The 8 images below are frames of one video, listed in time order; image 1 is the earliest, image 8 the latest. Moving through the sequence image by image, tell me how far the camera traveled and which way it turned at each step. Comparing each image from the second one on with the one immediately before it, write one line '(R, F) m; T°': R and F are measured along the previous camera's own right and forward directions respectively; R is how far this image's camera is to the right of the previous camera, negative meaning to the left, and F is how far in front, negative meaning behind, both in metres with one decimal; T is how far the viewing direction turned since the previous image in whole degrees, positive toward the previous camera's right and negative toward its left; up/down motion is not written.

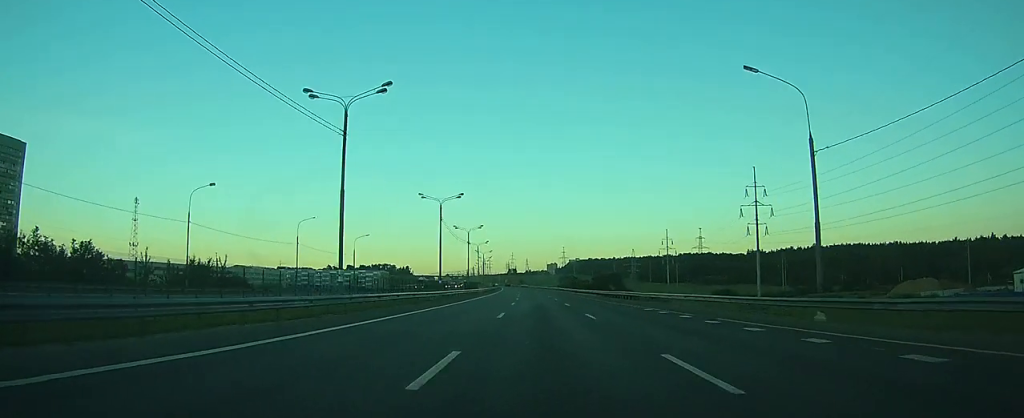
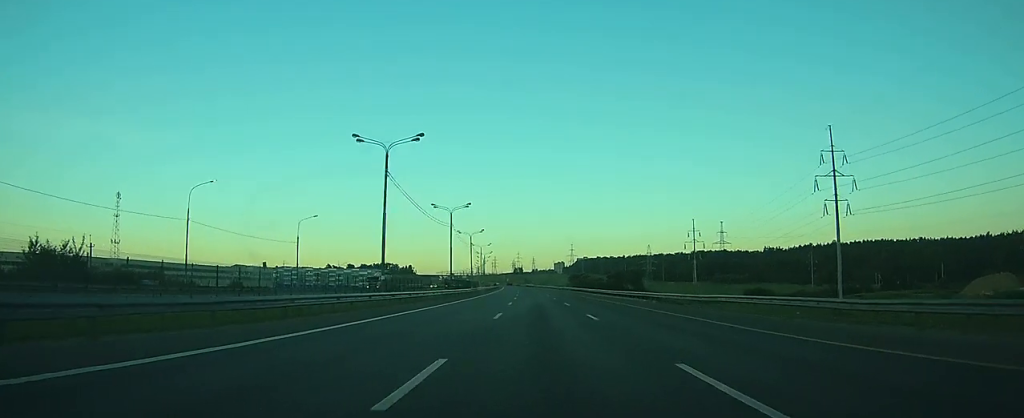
(0.0, +34.1) m; 0°
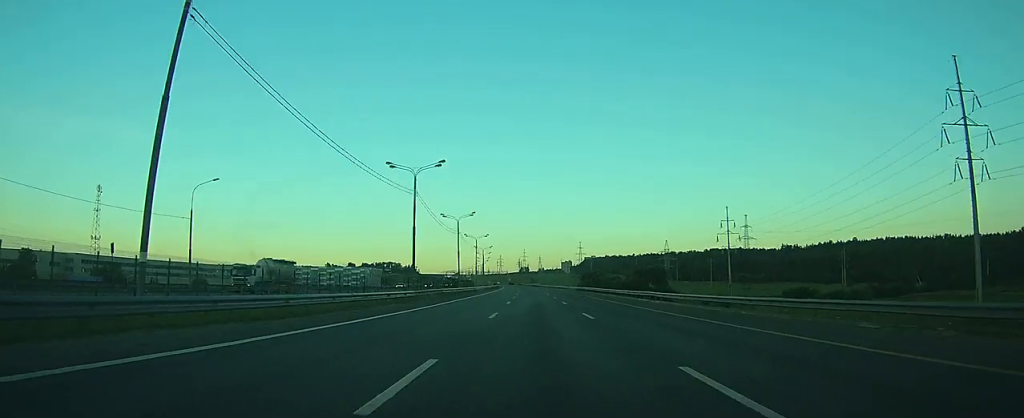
(-0.2, +32.8) m; -1°
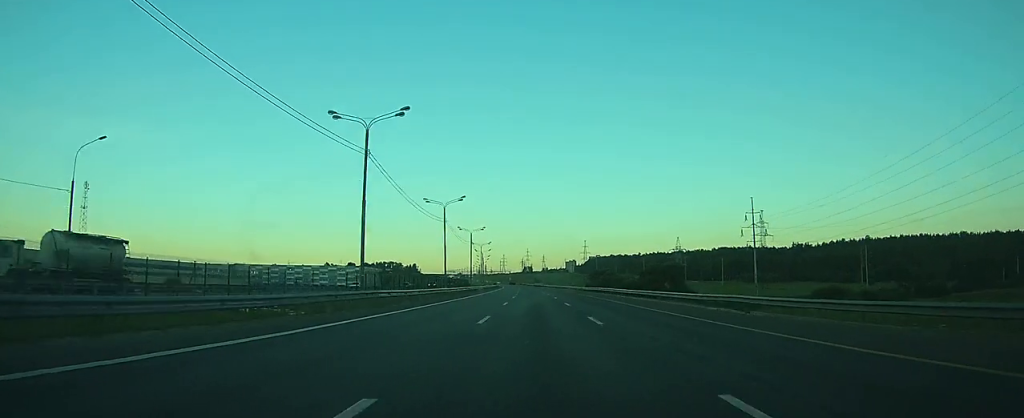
(-0.1, +19.6) m; -1°
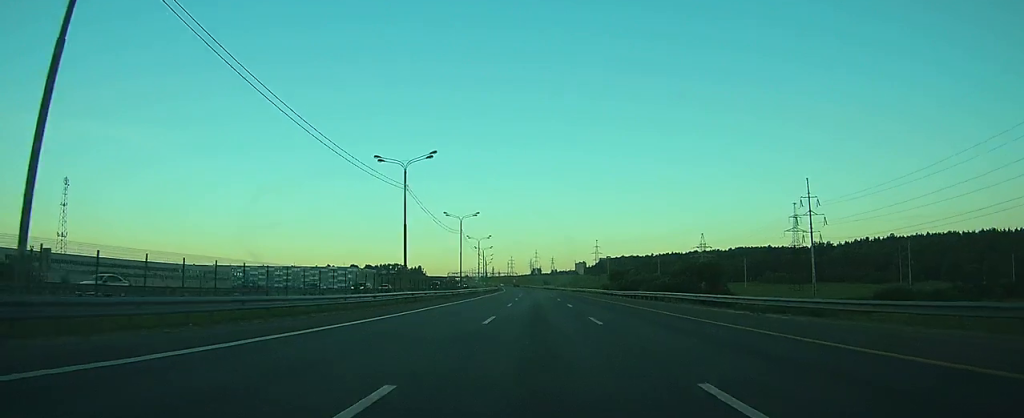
(-0.3, +31.4) m; -1°
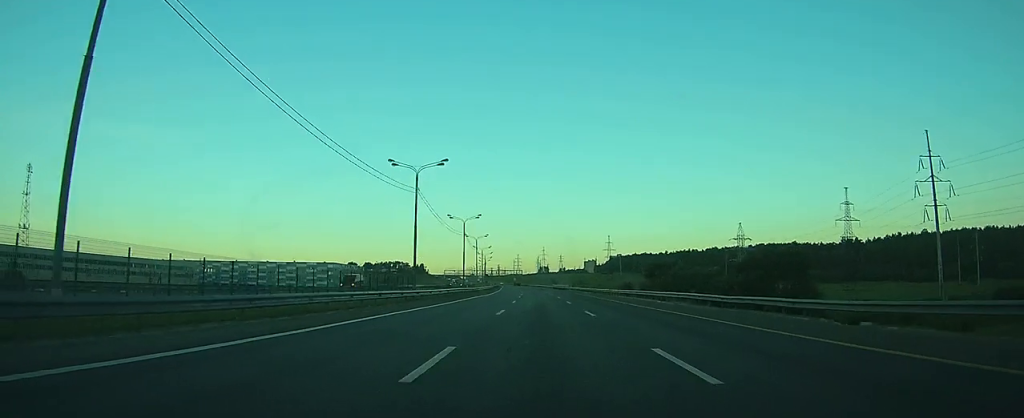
(-0.4, +44.1) m; -1°
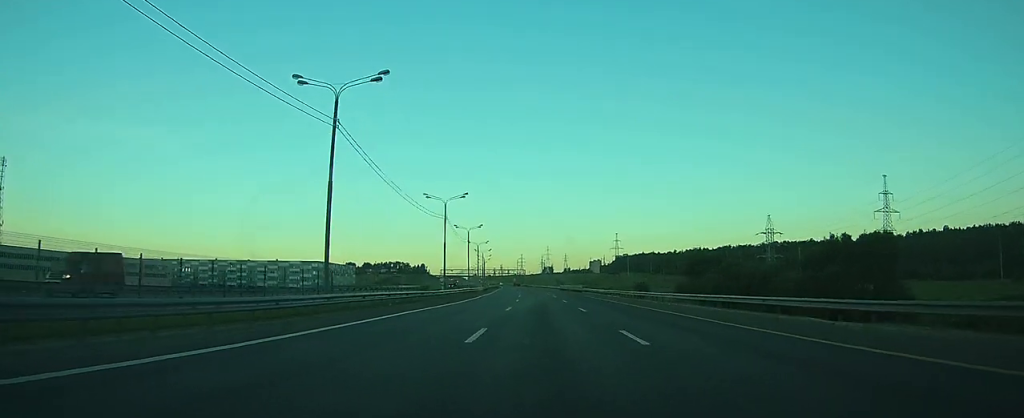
(-0.1, +26.9) m; -1°
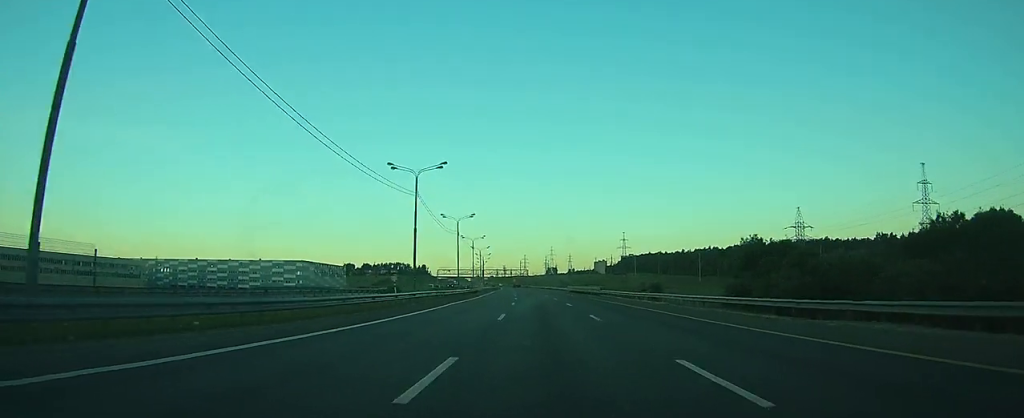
(-0.2, +22.5) m; 0°
